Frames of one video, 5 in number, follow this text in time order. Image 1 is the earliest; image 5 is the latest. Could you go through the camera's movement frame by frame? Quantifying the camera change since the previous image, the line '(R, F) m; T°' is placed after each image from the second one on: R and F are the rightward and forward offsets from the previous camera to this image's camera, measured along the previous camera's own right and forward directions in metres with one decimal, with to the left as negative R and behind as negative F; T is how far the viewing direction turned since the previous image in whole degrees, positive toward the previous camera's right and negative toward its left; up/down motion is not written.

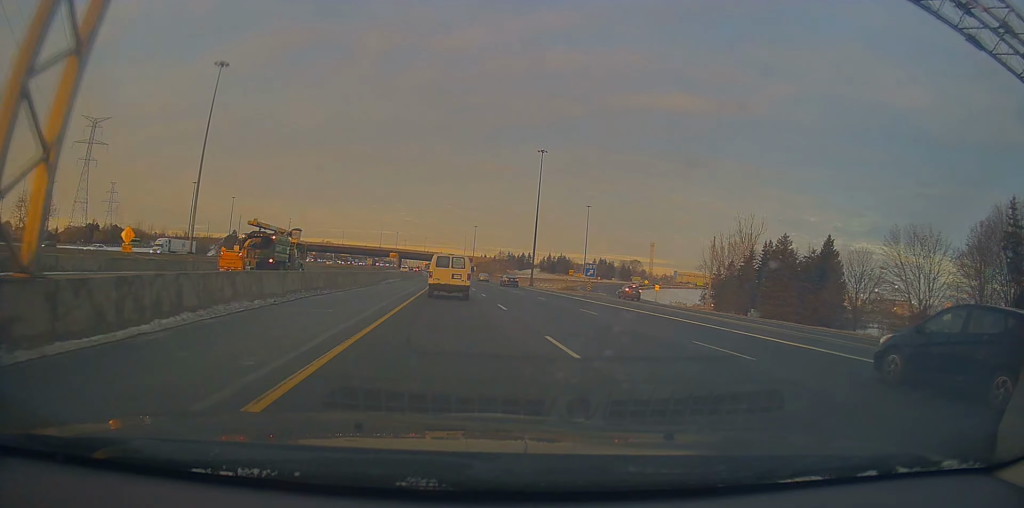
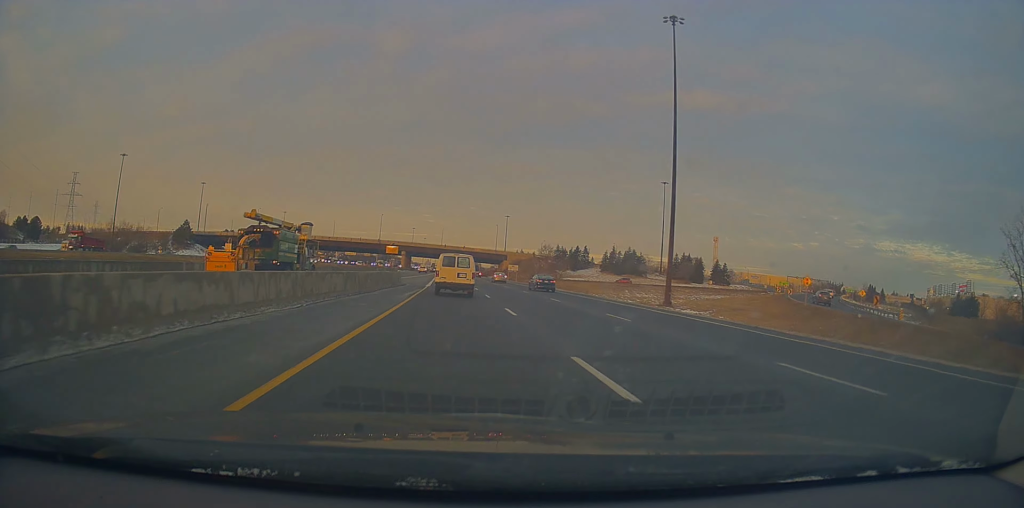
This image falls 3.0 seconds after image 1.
(-1.1, +82.6) m; -2°
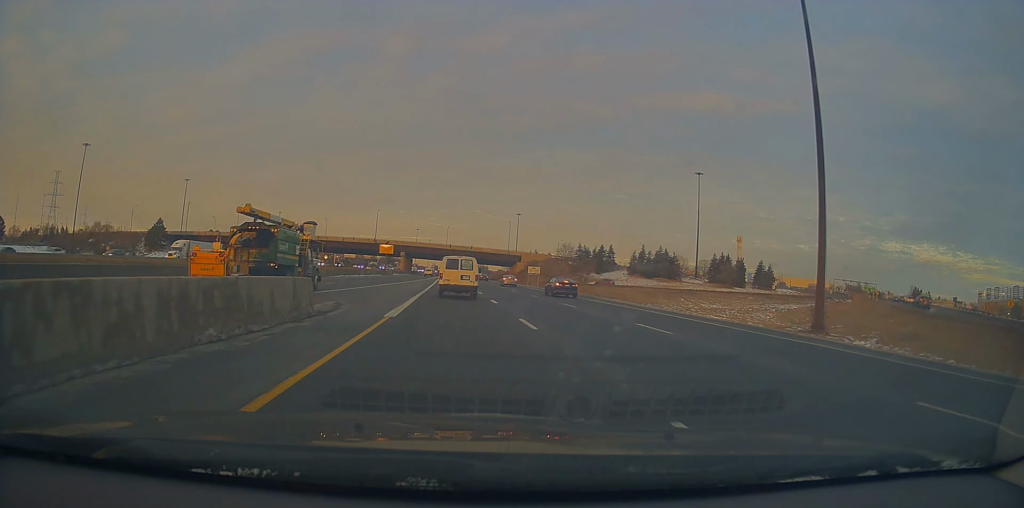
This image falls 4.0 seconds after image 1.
(0.0, +27.4) m; 0°
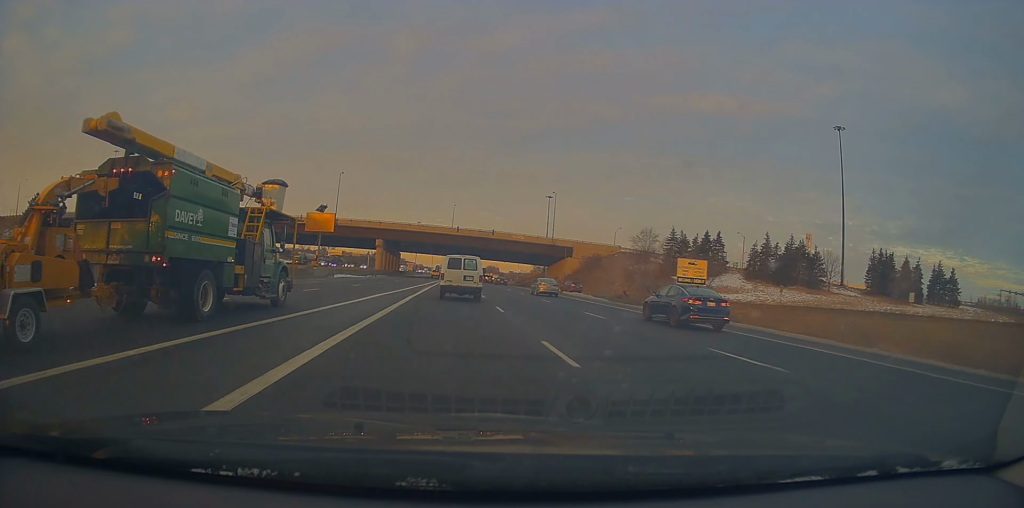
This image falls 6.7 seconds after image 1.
(-0.6, +74.5) m; -1°
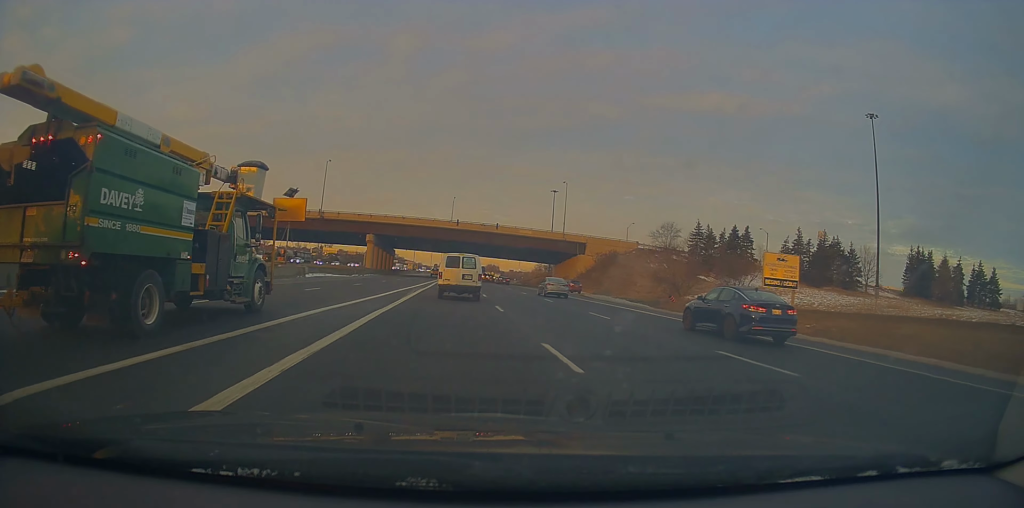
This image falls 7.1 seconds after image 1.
(+0.3, +12.5) m; 0°
